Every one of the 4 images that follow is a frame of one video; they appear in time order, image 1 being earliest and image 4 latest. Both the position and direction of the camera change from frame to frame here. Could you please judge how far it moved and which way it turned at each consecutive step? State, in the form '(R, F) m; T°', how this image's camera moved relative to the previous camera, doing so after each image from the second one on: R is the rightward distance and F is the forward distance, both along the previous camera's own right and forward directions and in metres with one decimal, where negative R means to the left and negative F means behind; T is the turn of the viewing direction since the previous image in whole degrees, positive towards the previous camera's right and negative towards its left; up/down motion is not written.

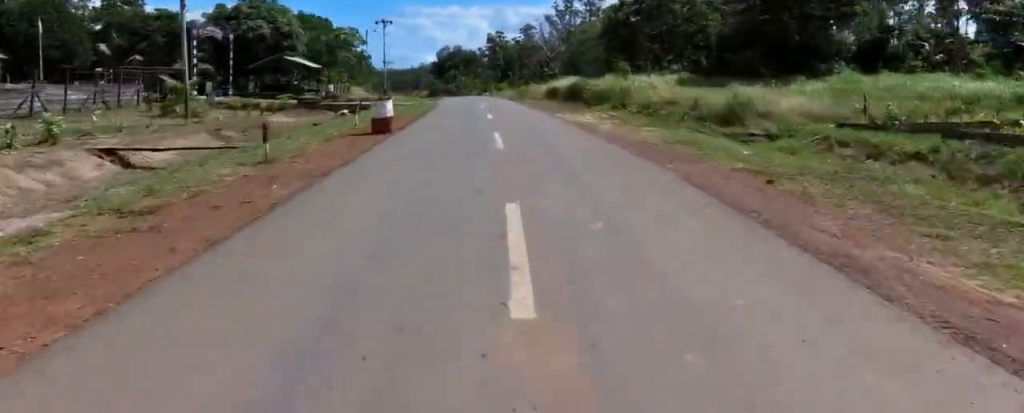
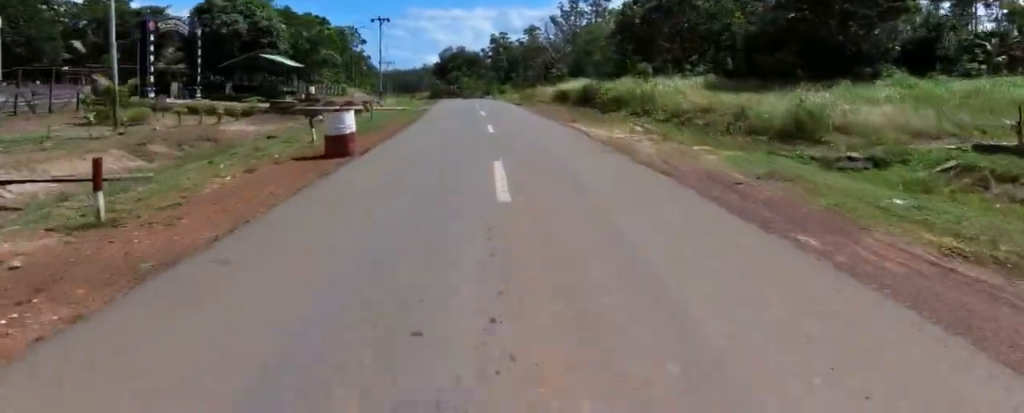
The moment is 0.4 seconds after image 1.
(-0.2, +4.7) m; -2°
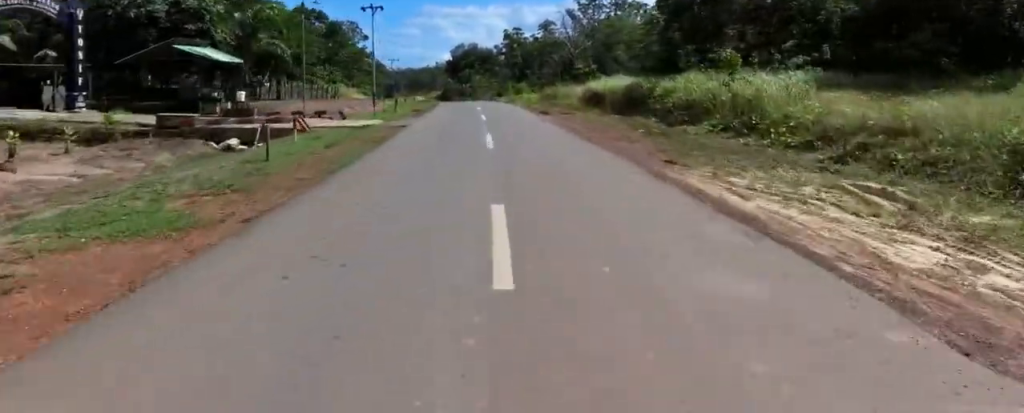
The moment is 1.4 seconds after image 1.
(-0.5, +11.4) m; -3°
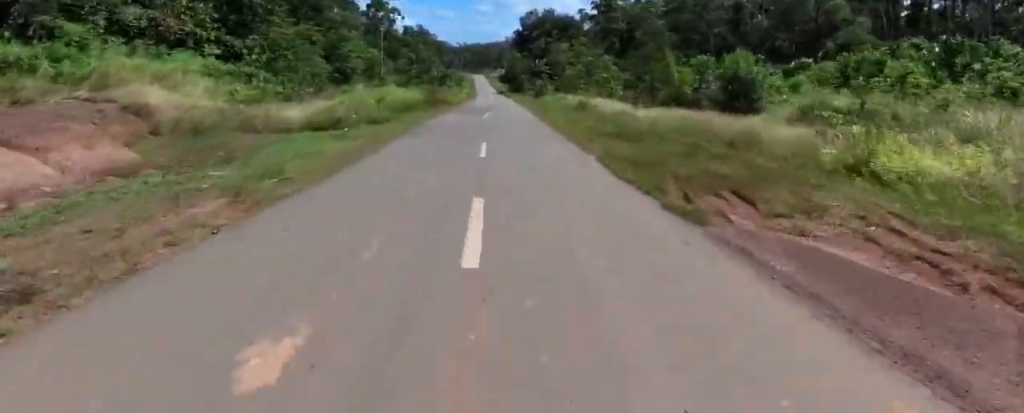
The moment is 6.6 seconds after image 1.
(-1.5, +62.8) m; -7°
